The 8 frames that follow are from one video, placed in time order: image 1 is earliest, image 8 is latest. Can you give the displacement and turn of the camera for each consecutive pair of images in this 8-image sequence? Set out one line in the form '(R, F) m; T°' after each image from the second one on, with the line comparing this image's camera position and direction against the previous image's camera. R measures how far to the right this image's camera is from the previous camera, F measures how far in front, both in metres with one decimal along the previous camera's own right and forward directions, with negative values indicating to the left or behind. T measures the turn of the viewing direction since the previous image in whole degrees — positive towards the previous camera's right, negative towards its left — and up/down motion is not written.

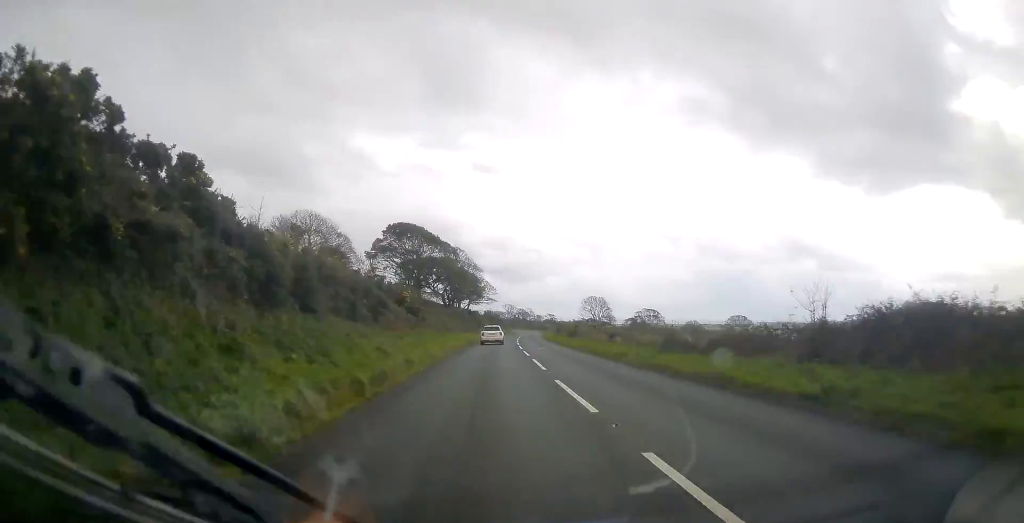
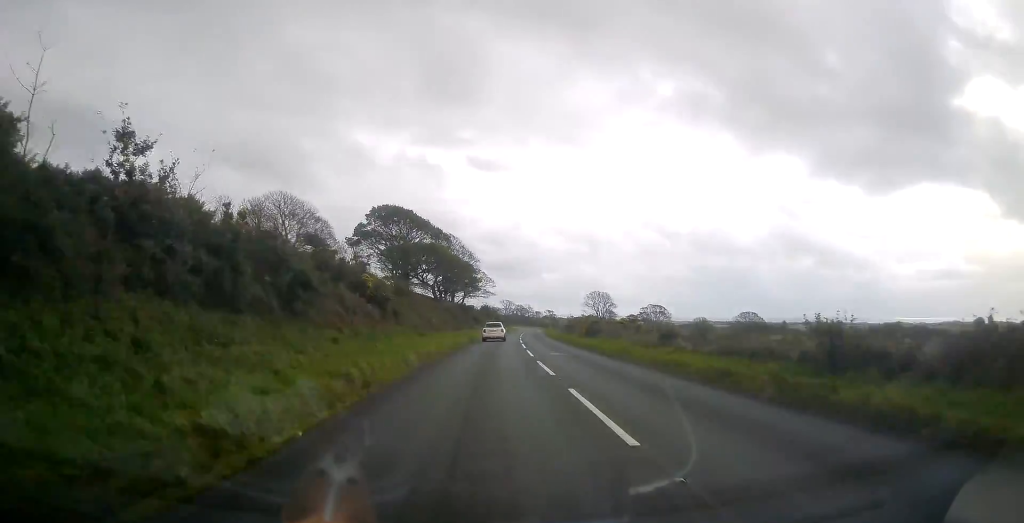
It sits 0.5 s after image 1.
(0.0, +11.9) m; 0°
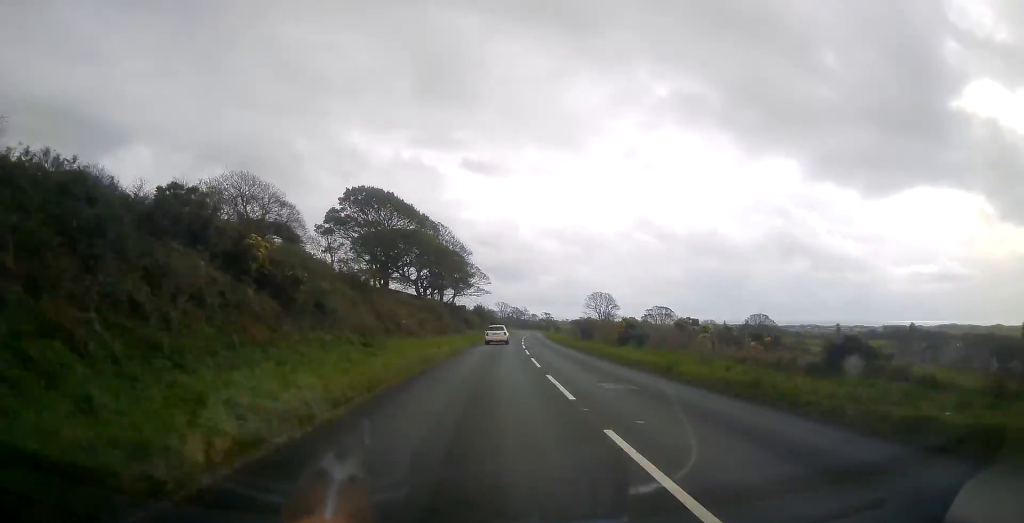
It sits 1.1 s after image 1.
(0.0, +13.3) m; 0°
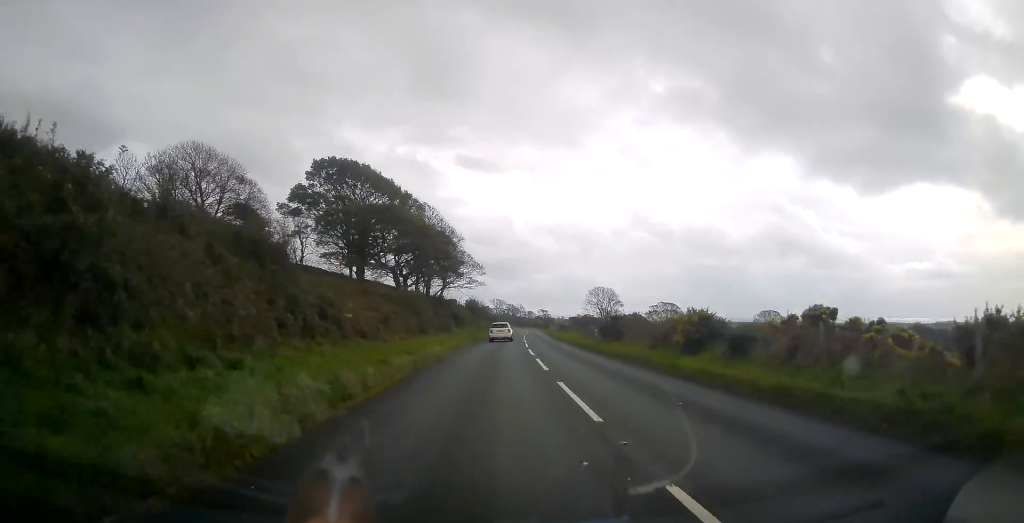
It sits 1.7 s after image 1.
(0.0, +11.8) m; 0°
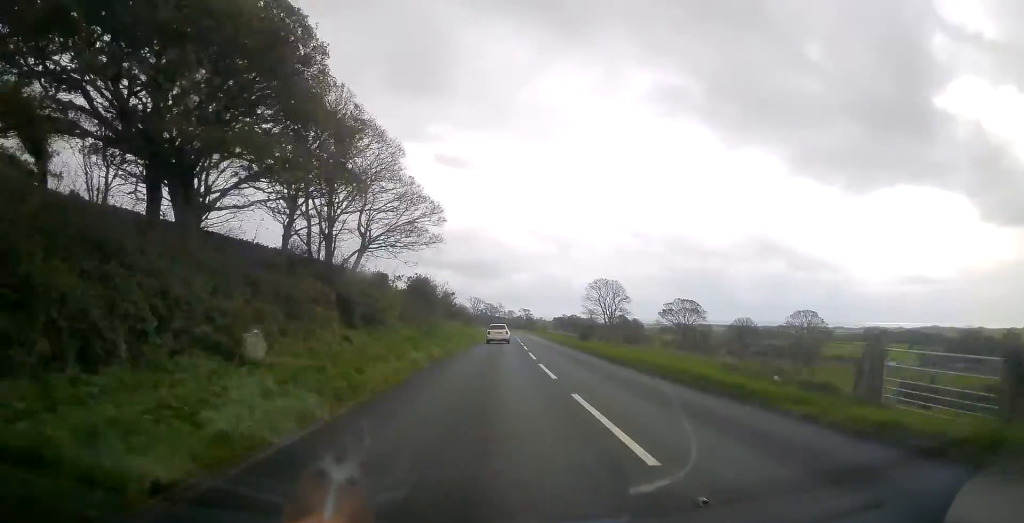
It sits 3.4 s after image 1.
(+0.6, +38.0) m; +2°
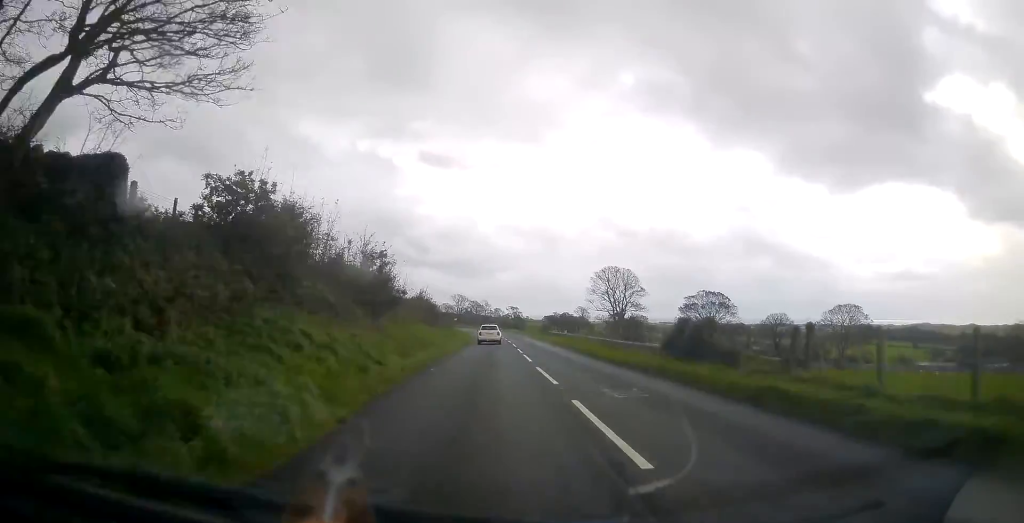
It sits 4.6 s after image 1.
(+0.3, +27.7) m; +1°
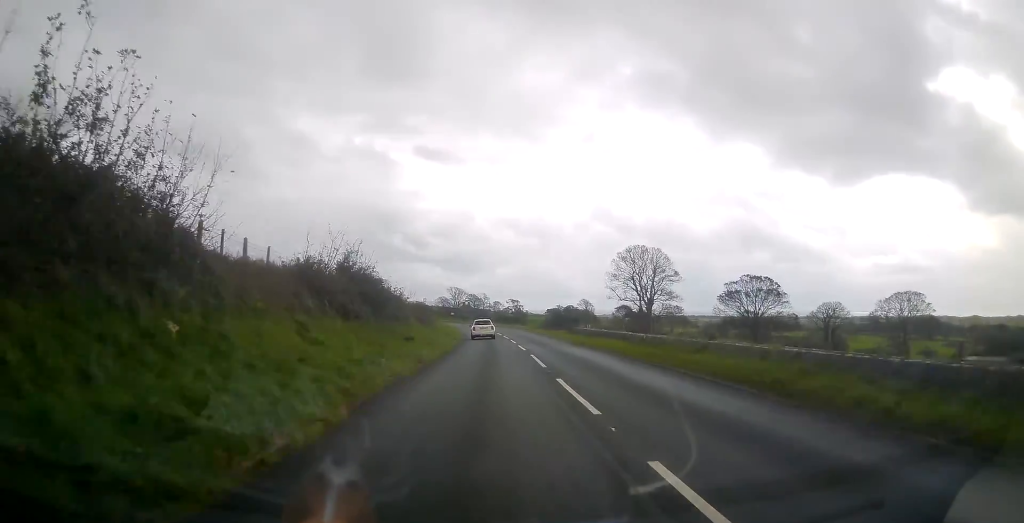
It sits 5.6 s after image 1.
(+0.2, +23.1) m; +1°
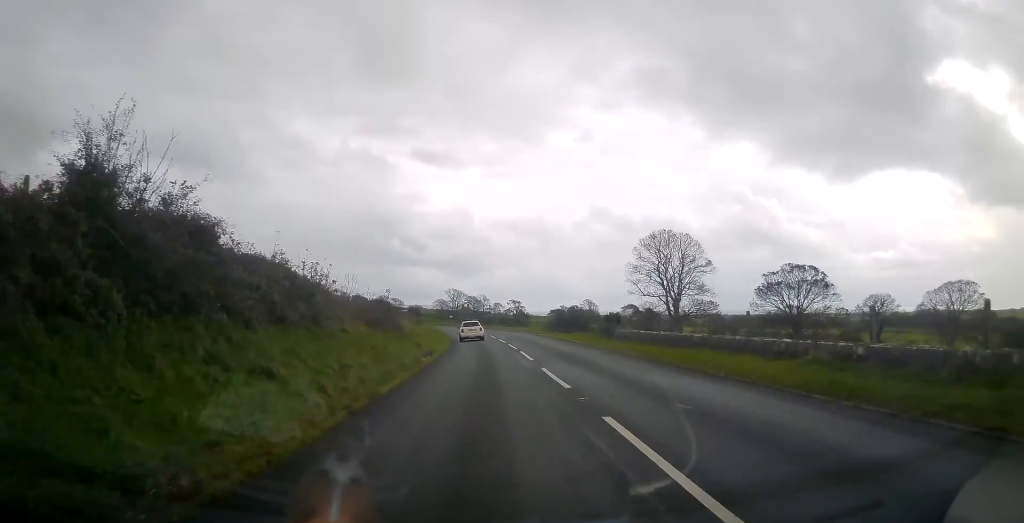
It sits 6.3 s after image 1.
(0.0, +15.5) m; 0°
